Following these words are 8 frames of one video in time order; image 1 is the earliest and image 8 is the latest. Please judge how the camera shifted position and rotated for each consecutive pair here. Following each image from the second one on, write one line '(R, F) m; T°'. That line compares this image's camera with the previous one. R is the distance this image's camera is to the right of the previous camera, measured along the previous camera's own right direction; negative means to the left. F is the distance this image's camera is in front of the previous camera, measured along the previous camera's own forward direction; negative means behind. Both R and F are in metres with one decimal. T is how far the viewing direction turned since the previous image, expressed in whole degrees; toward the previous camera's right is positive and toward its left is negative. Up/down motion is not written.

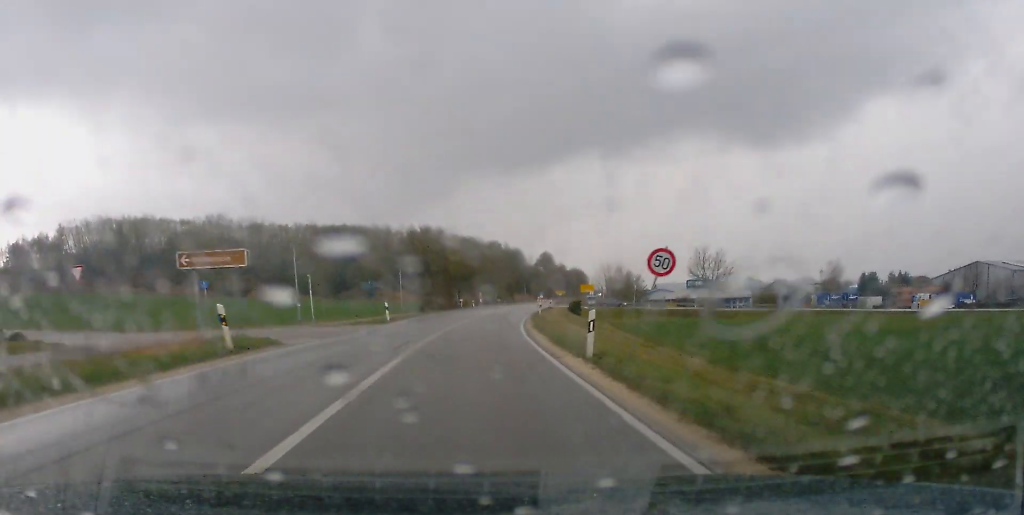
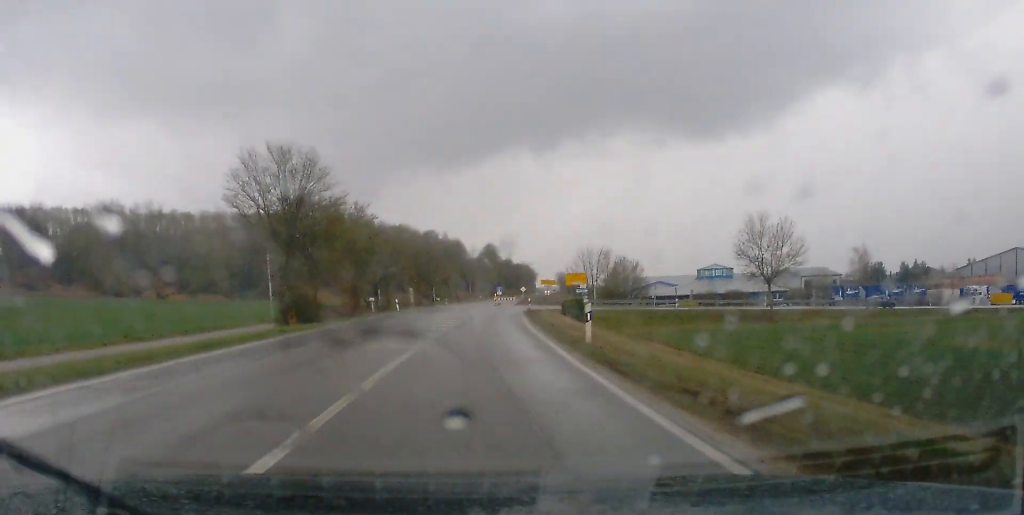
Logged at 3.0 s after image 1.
(+1.5, +41.6) m; +3°
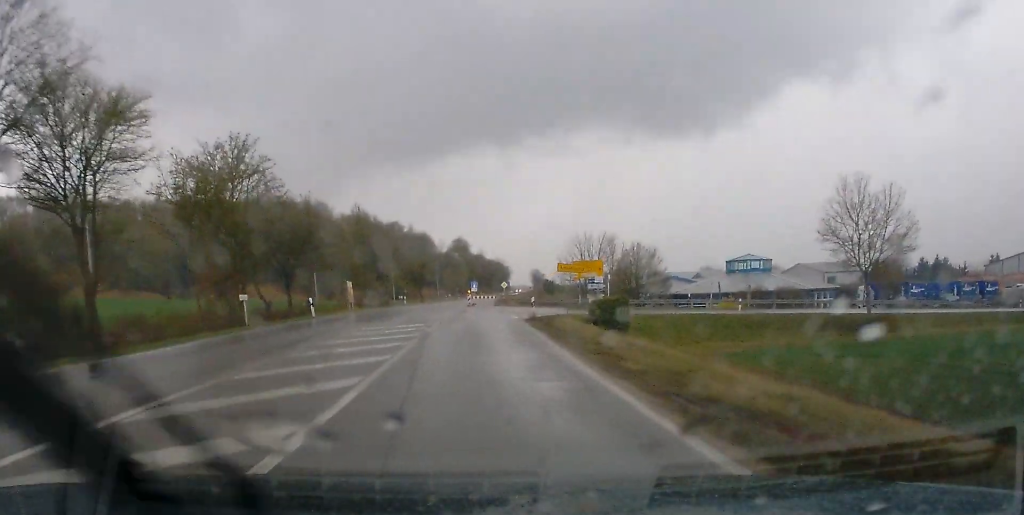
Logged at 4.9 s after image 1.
(+0.4, +22.8) m; +2°
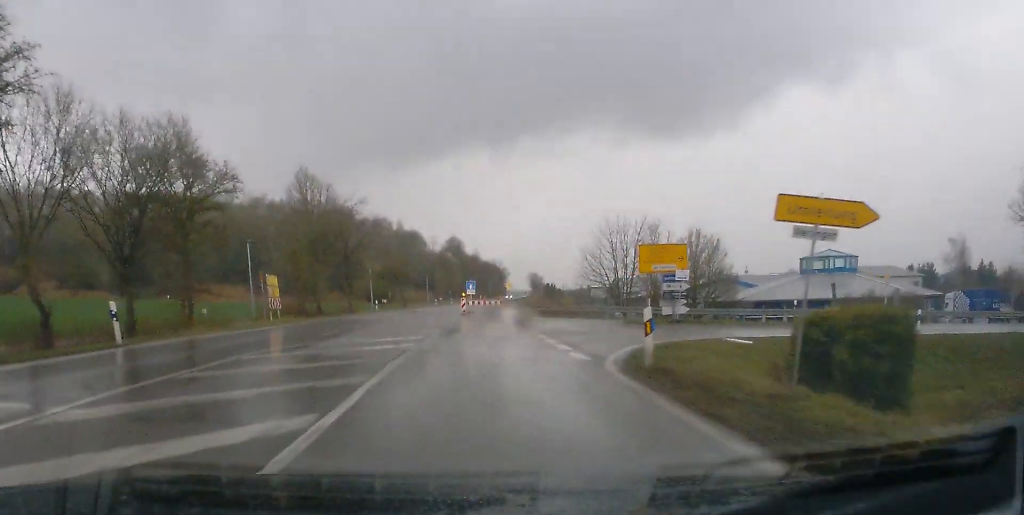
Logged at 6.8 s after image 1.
(+0.2, +21.3) m; +5°
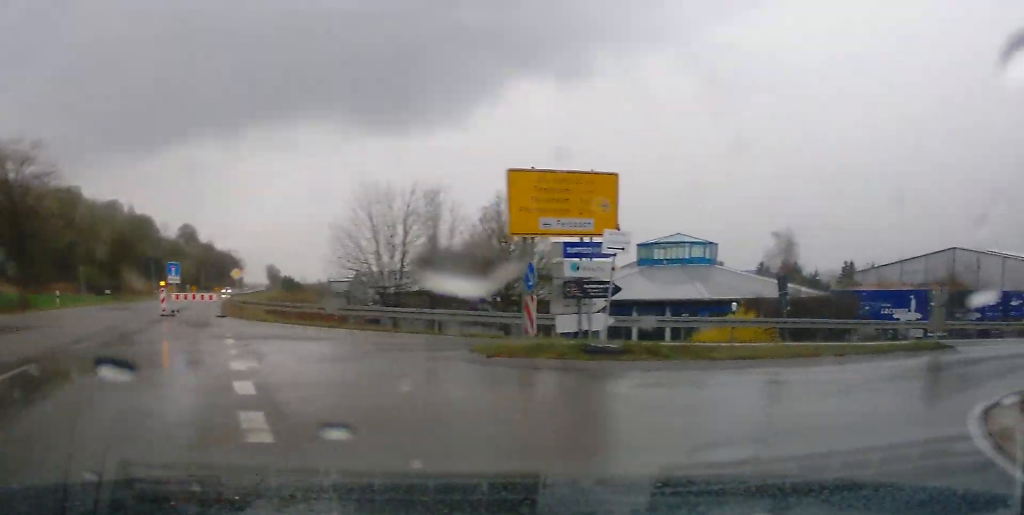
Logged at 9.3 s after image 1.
(+2.5, +22.1) m; +25°
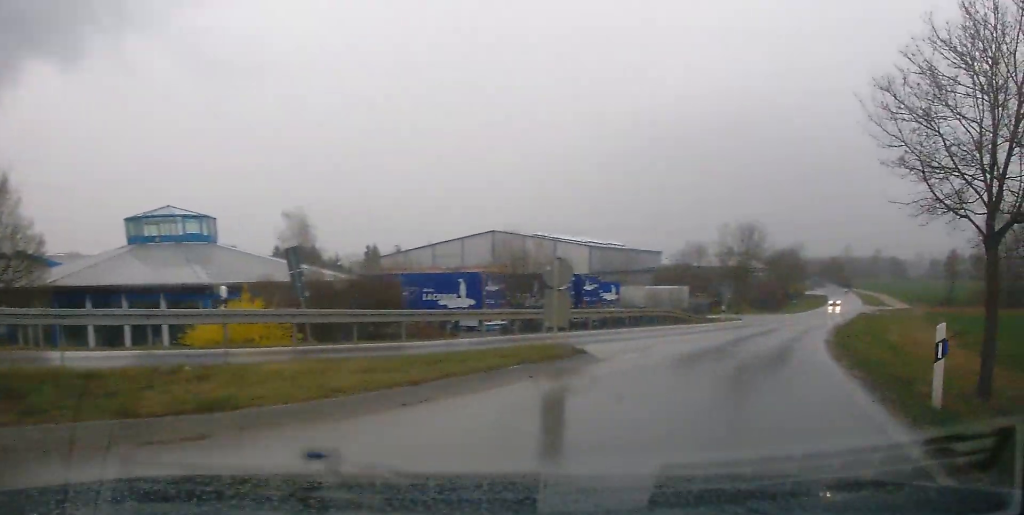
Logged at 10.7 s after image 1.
(+2.1, +11.8) m; +26°
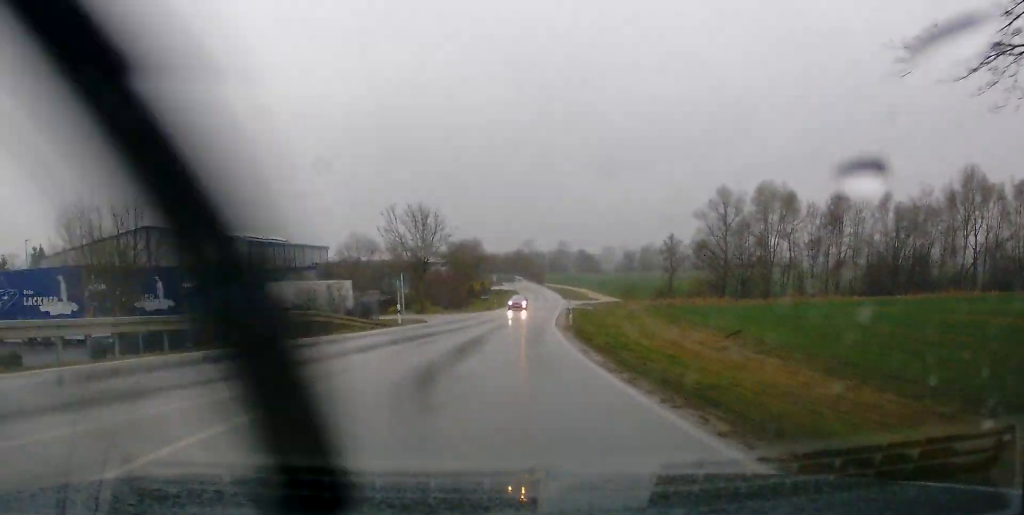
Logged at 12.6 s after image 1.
(+5.2, +17.6) m; +19°
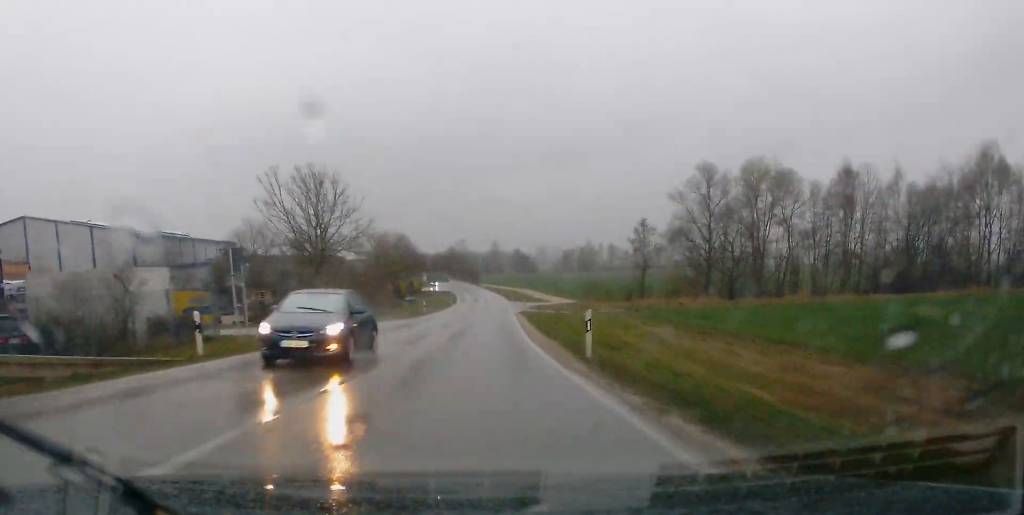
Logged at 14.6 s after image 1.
(+2.7, +23.1) m; +7°
